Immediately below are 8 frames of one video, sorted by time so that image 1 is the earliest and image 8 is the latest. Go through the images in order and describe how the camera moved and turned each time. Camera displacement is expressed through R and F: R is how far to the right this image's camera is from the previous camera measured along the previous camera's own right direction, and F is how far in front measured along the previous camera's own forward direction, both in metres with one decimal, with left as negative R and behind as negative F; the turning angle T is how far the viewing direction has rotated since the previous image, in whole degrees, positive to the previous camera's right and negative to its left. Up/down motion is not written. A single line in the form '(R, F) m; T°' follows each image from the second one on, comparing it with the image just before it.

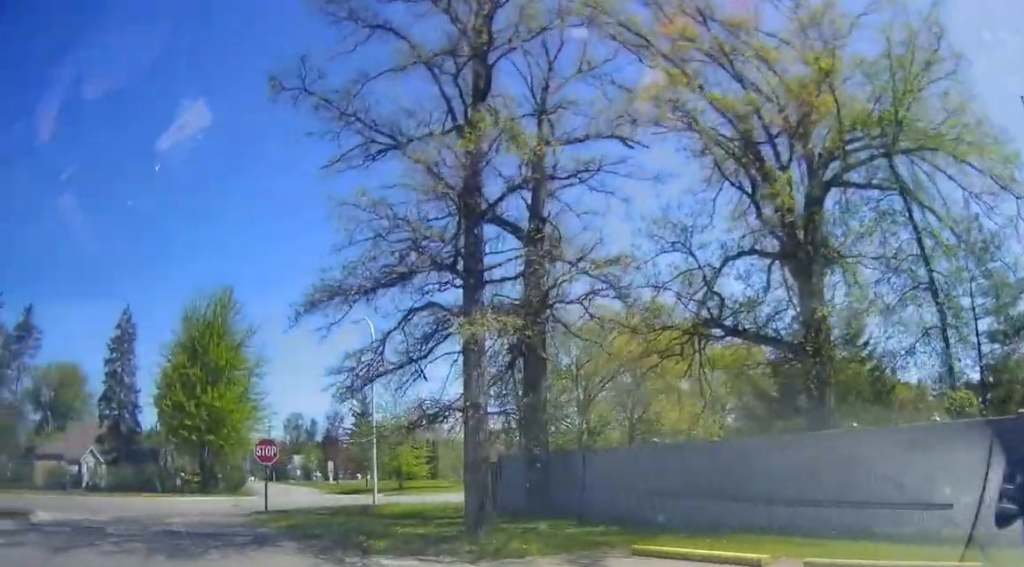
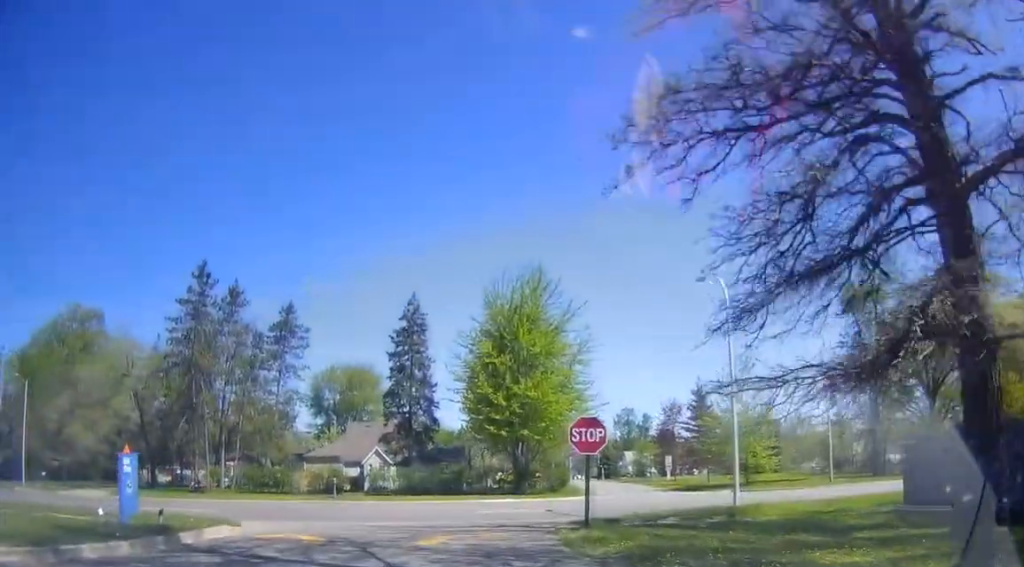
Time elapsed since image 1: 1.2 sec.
(-1.3, +6.1) m; -20°
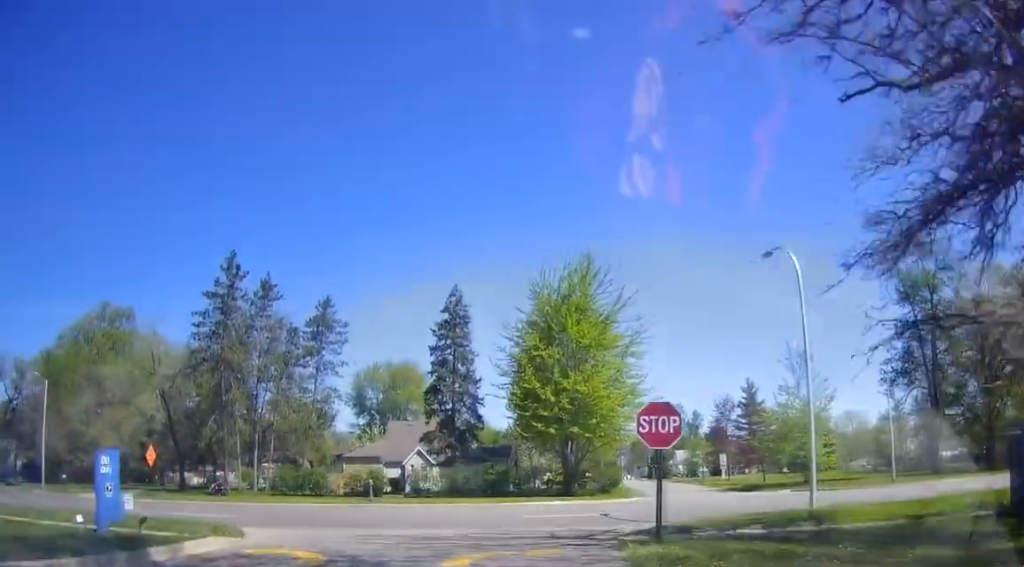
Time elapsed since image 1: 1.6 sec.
(-0.4, +2.4) m; 0°
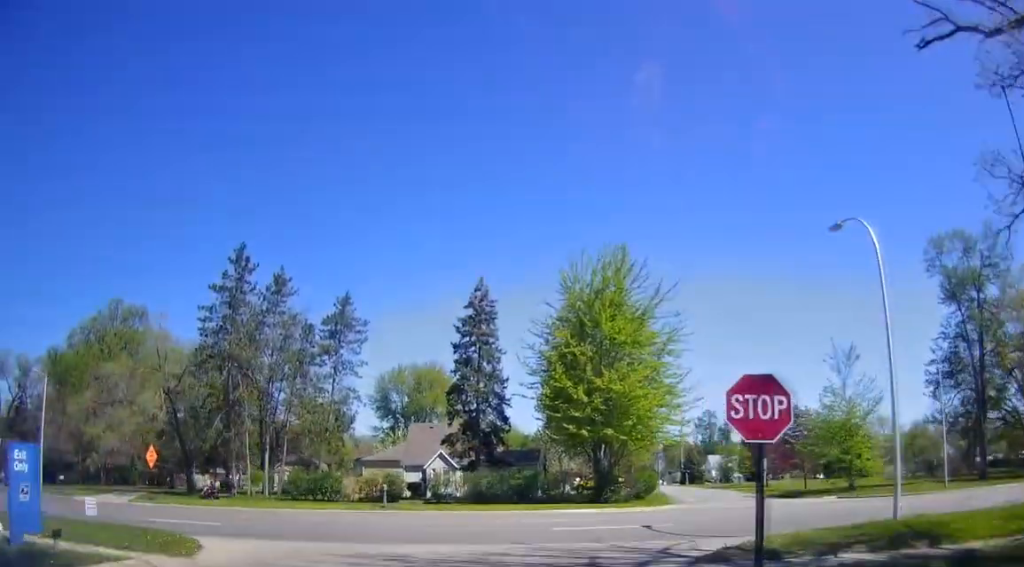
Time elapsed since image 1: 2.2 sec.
(-0.2, +3.2) m; +1°
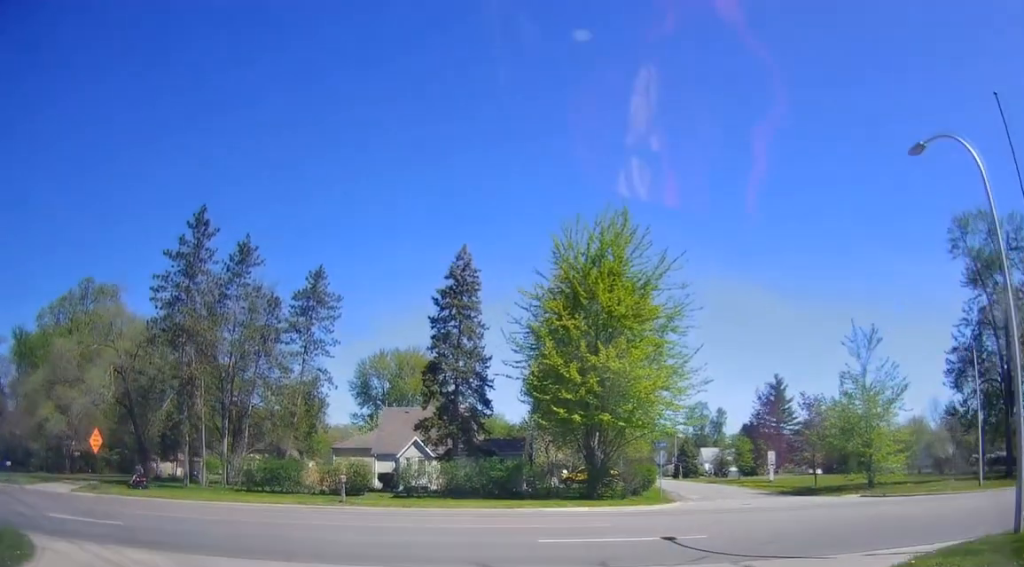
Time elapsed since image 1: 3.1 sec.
(+0.6, +5.3) m; +5°
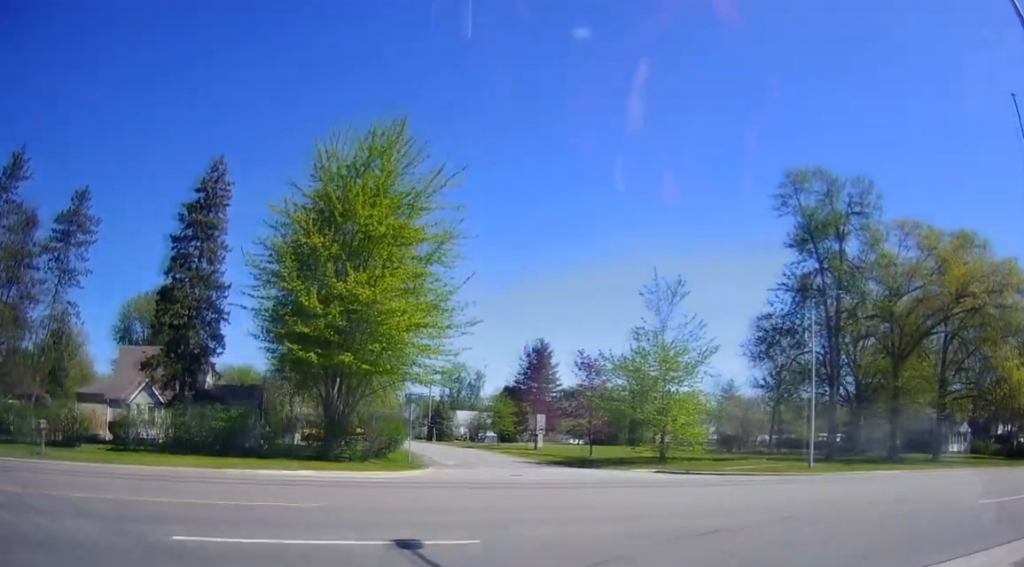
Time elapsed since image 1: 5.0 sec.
(+0.3, +8.9) m; +15°
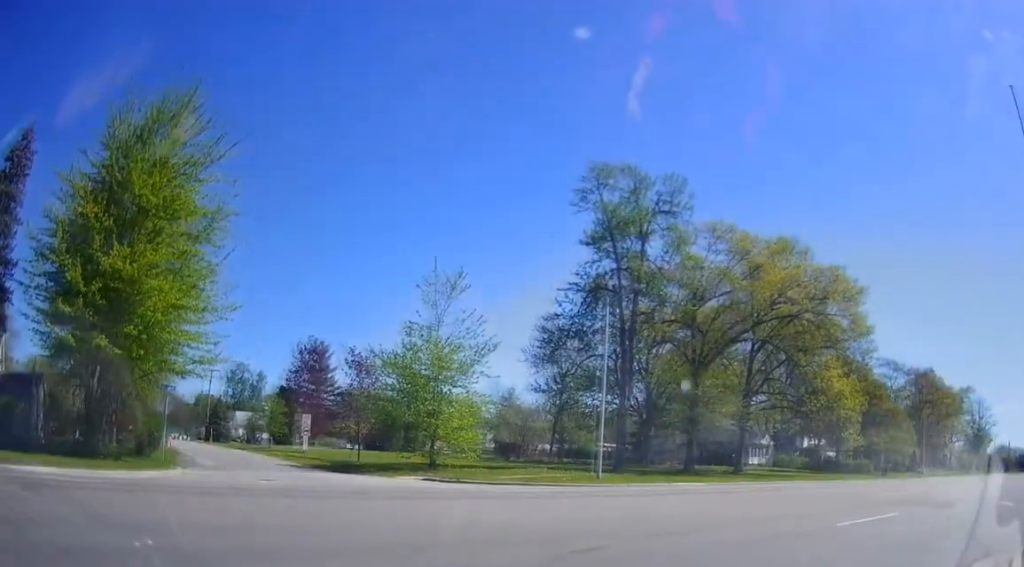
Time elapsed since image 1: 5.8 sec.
(+0.6, +4.1) m; +15°
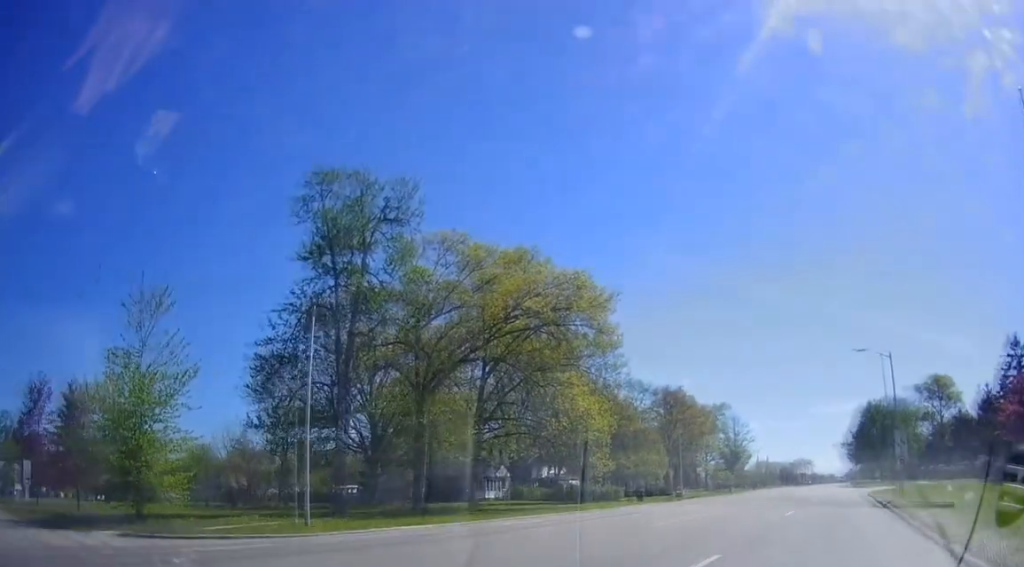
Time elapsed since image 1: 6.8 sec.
(+0.7, +5.3) m; +17°
